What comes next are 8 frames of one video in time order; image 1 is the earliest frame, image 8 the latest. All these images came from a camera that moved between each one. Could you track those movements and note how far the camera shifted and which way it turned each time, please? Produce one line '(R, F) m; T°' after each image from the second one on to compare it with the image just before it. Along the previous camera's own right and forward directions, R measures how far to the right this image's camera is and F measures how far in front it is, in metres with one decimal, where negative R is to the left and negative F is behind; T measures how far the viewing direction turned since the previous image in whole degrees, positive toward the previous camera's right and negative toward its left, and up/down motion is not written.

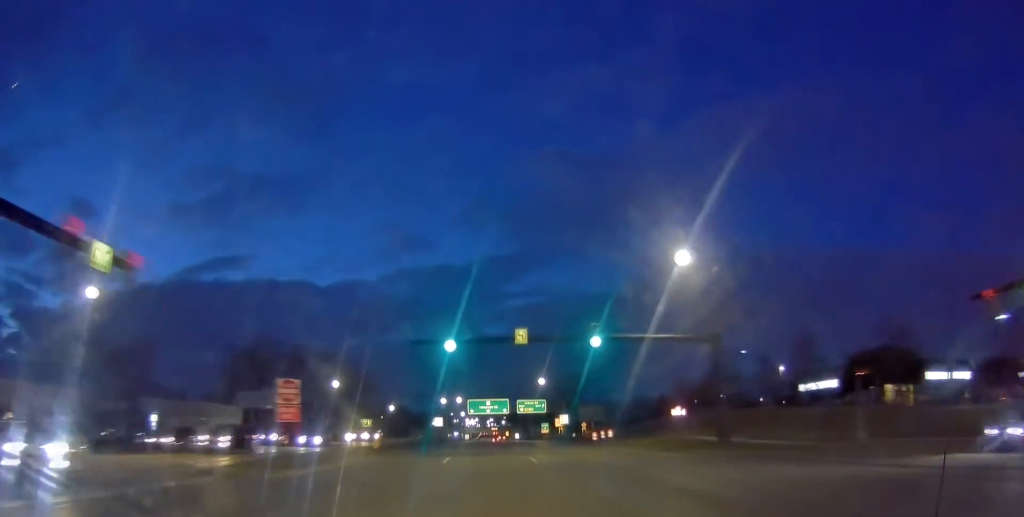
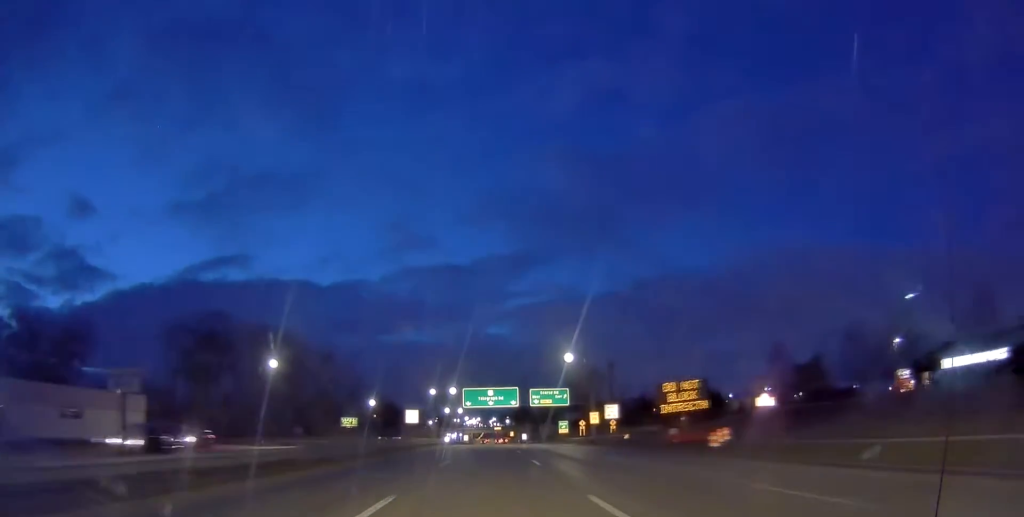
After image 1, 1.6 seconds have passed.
(0.0, +33.2) m; -2°
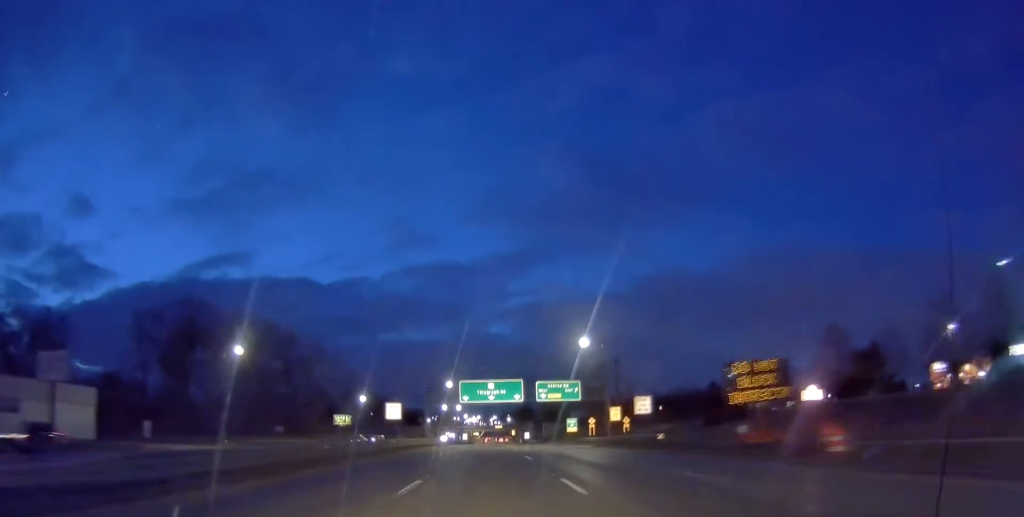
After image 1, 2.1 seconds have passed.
(-0.3, +11.4) m; -1°
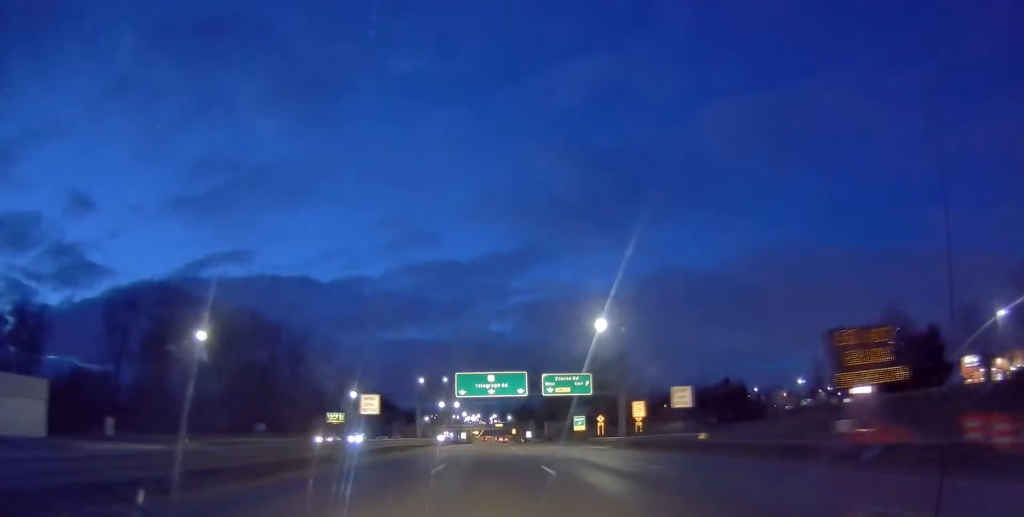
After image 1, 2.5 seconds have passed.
(-0.1, +9.2) m; 0°
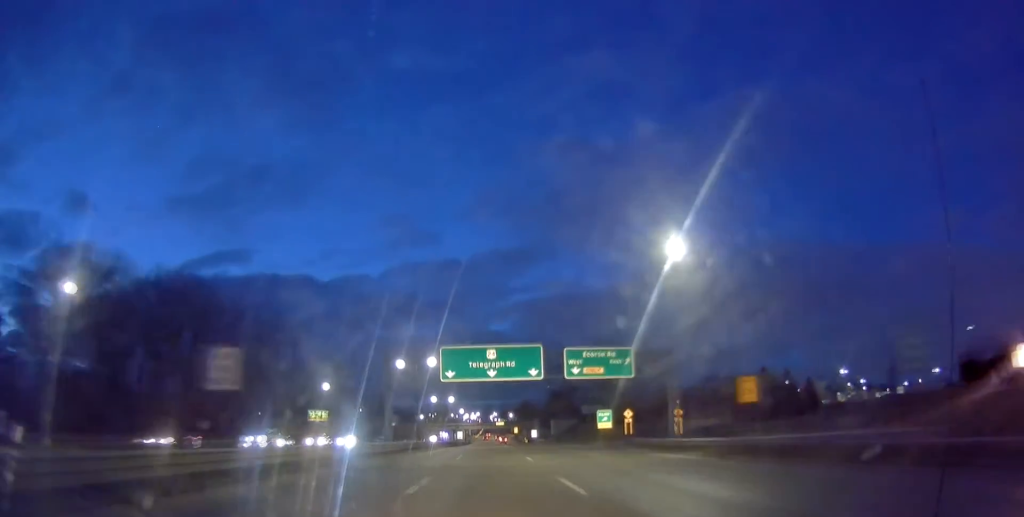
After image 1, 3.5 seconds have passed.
(+0.1, +21.1) m; +2°
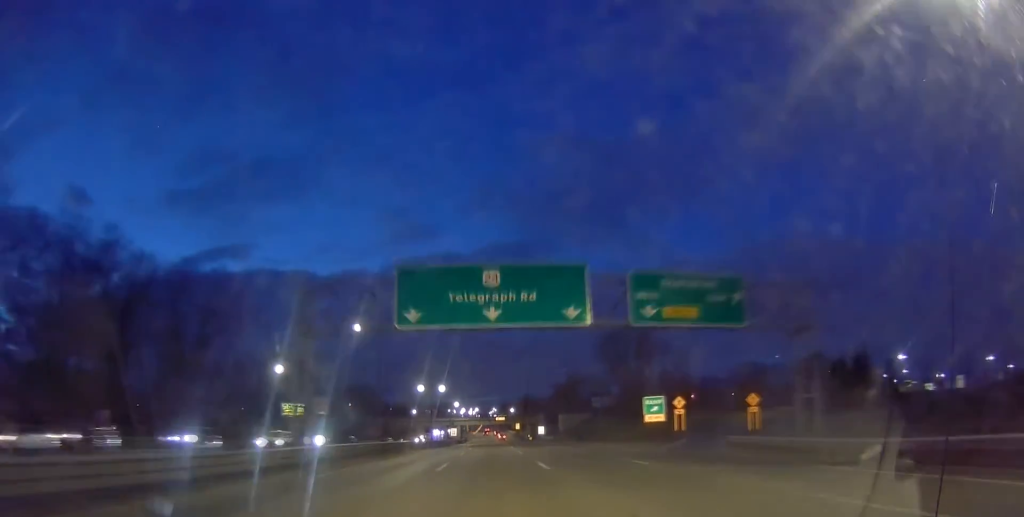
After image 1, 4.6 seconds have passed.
(+0.7, +23.4) m; +1°
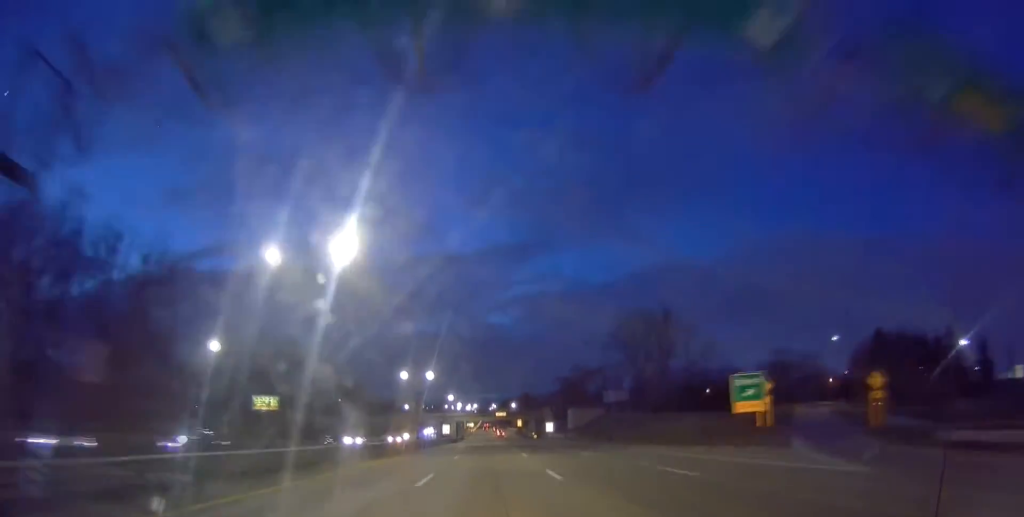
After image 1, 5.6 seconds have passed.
(-0.1, +21.0) m; -1°
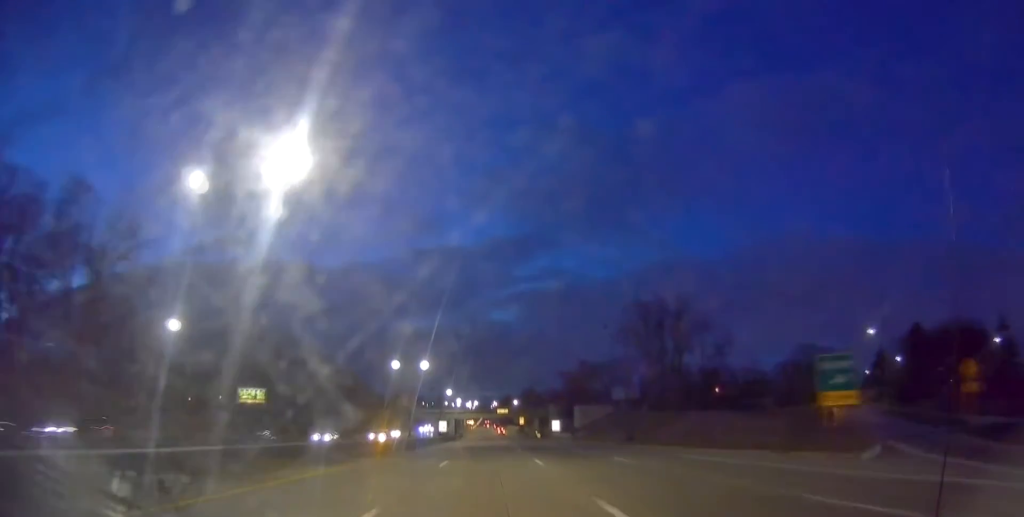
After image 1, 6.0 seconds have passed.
(-0.2, +9.4) m; 0°
